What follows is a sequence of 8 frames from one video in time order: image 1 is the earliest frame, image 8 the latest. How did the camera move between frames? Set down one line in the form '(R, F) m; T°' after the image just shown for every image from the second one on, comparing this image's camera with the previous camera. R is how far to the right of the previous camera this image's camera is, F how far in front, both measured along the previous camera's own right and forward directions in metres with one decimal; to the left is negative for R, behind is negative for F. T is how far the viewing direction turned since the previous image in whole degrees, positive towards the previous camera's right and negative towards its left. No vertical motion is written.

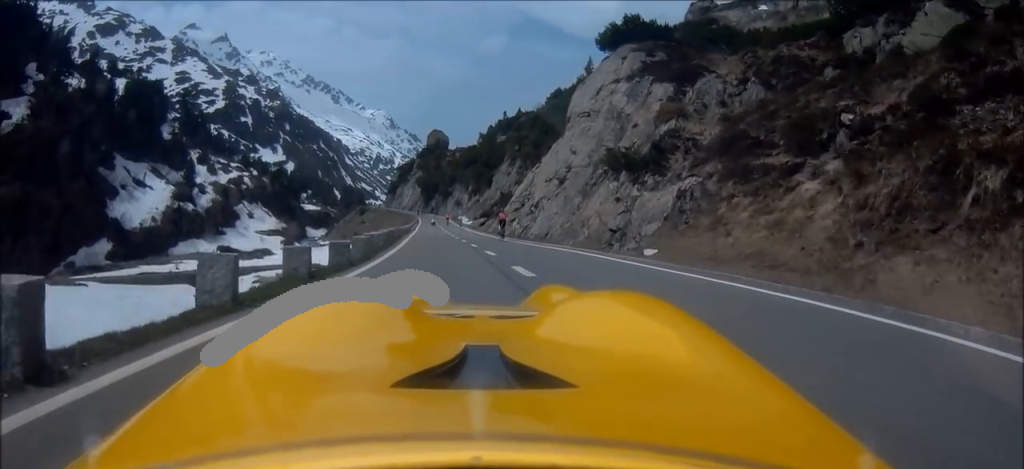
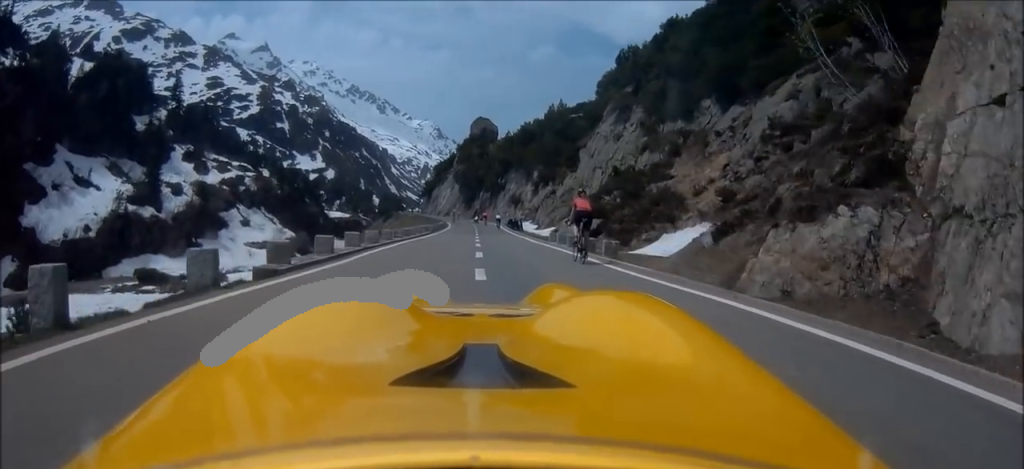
(-4.0, +51.0) m; -6°
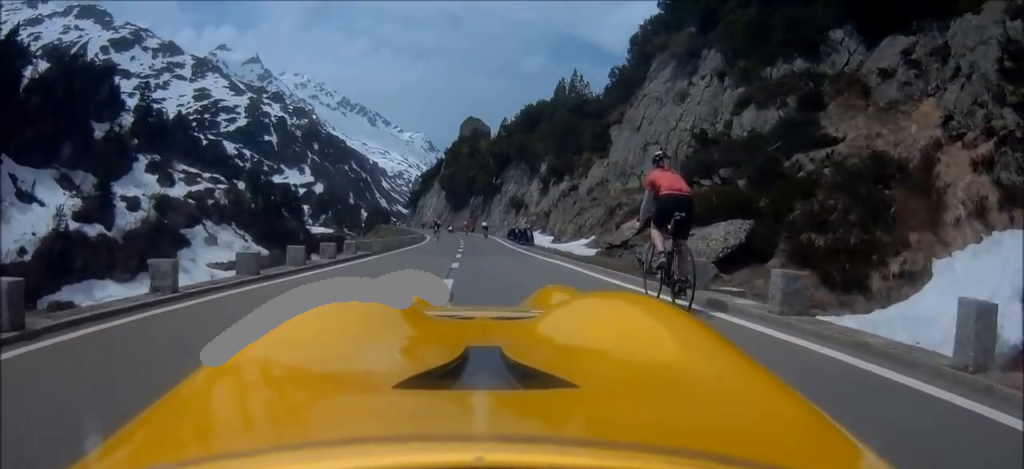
(-0.4, +19.5) m; -2°
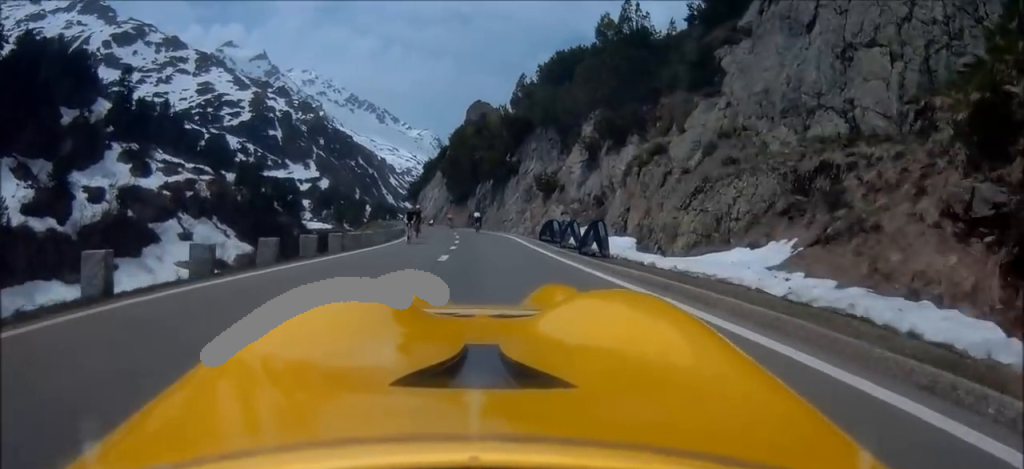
(-0.3, +20.2) m; -2°
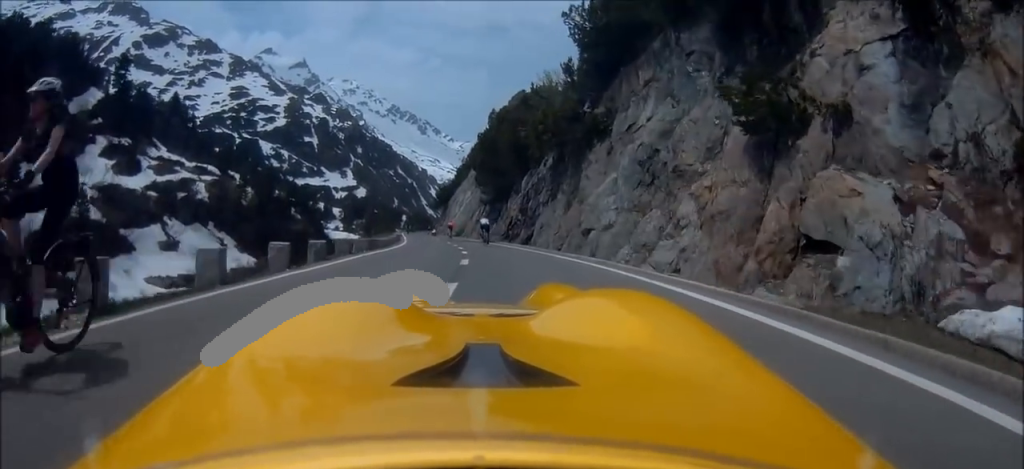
(-0.6, +26.2) m; -3°
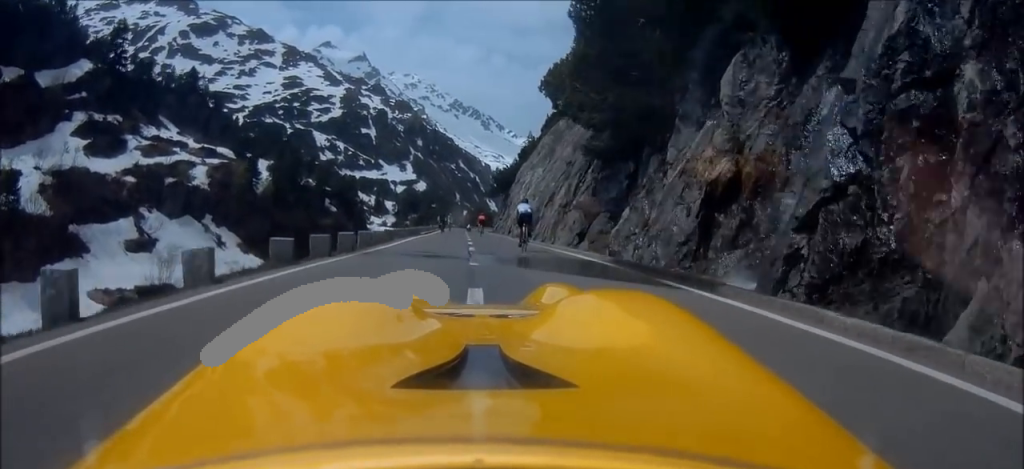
(-0.9, +32.7) m; -3°
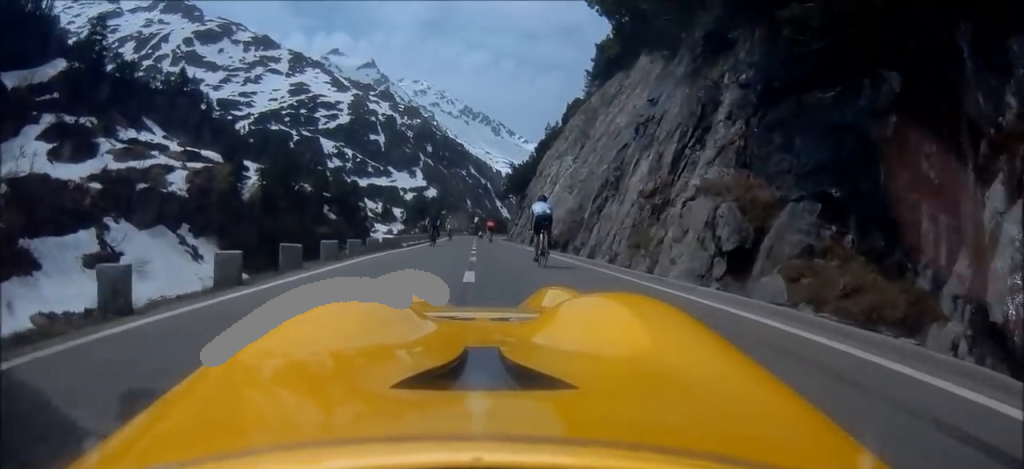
(-0.3, +15.2) m; -1°
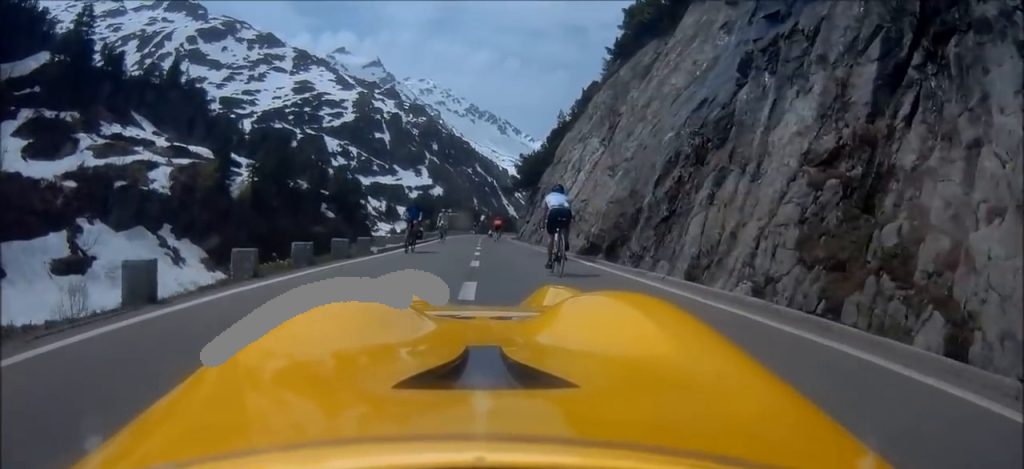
(-0.2, +9.2) m; 0°
